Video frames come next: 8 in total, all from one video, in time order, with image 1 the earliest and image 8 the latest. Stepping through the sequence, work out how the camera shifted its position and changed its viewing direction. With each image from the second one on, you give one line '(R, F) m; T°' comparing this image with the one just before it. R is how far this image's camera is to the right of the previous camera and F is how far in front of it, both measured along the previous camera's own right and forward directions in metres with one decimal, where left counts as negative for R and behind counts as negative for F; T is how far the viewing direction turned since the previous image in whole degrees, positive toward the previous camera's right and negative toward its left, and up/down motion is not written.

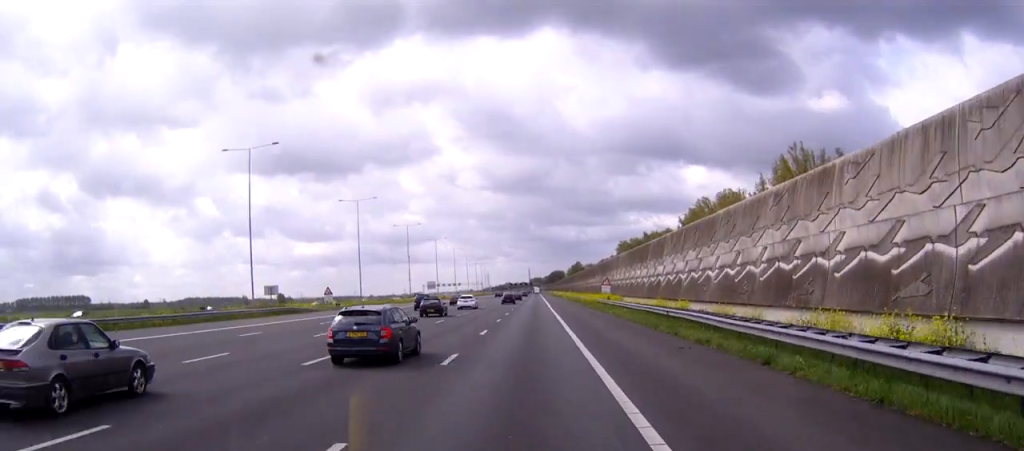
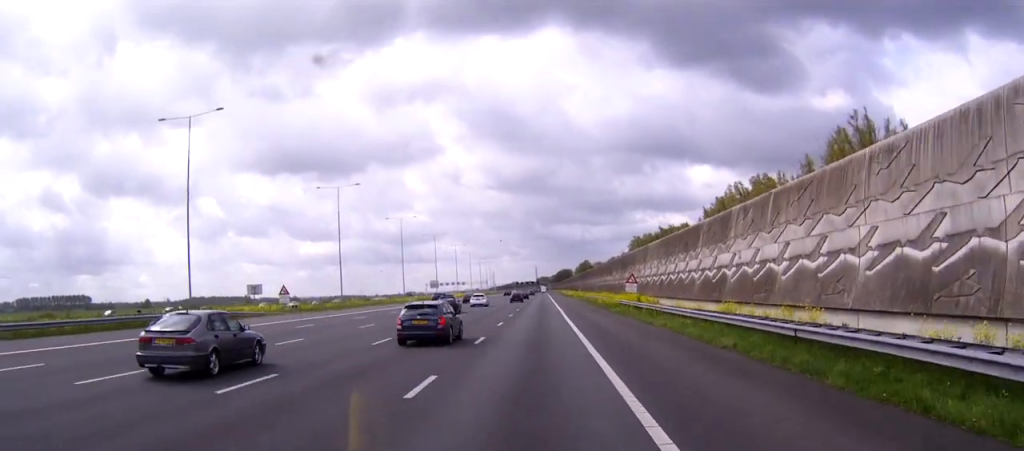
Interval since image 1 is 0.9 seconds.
(0.0, +17.9) m; 0°
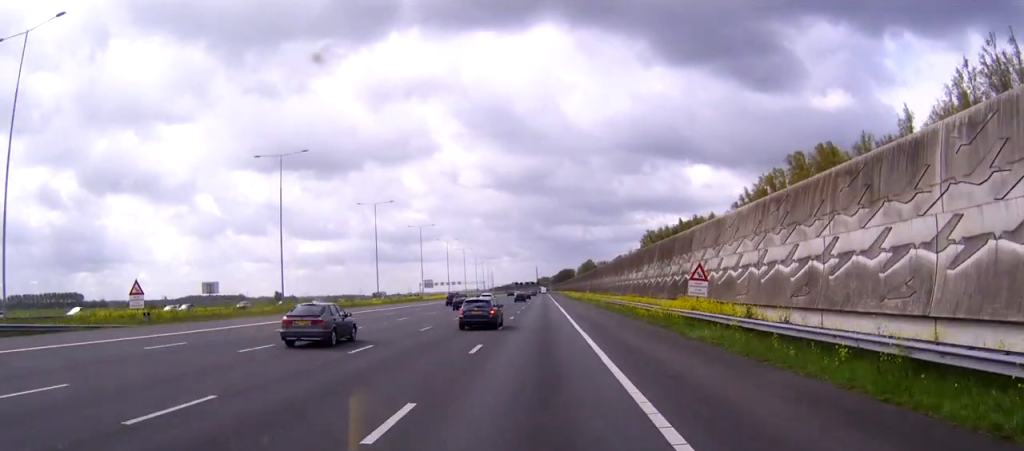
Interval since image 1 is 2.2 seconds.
(0.0, +28.4) m; 0°
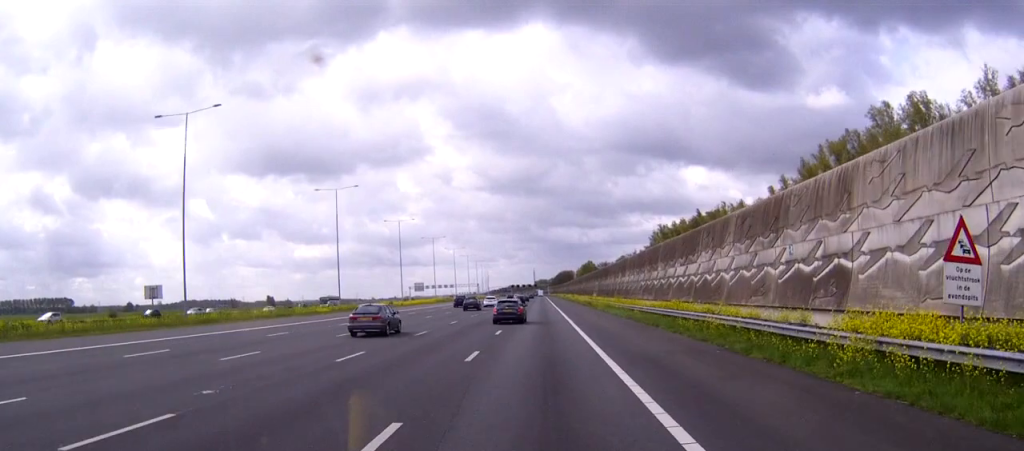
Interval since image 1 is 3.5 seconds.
(0.0, +26.5) m; 0°
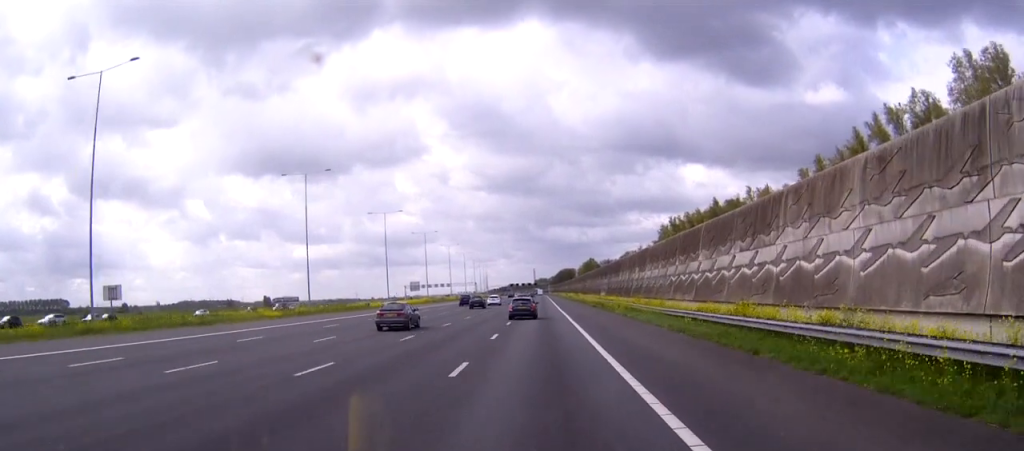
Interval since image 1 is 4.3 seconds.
(0.0, +16.1) m; 0°
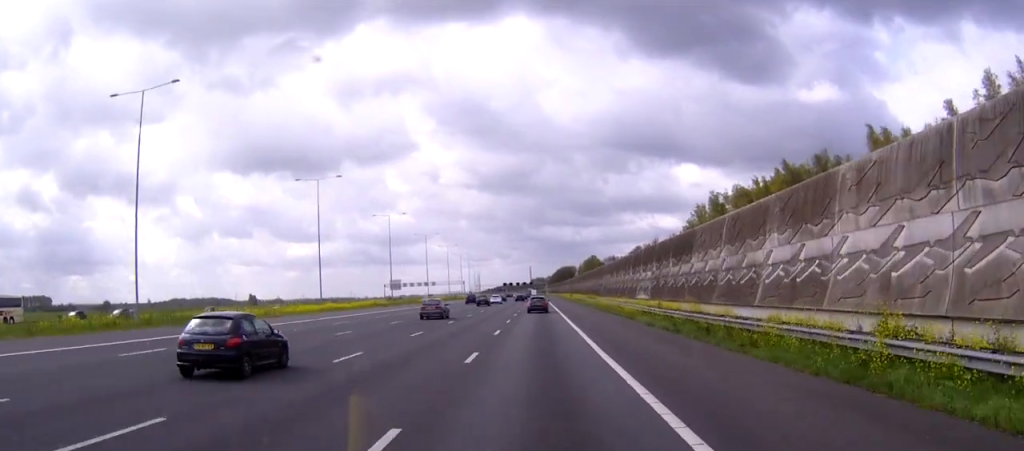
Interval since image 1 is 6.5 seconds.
(+0.2, +46.2) m; 0°
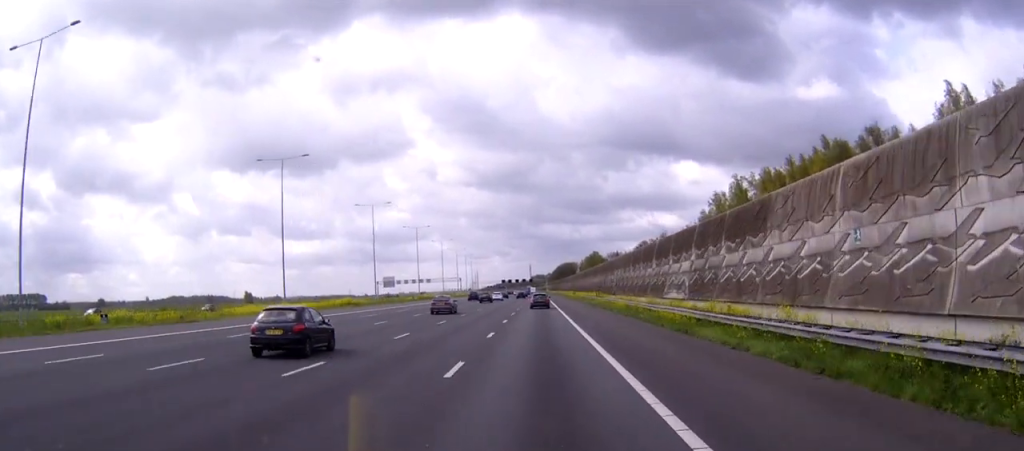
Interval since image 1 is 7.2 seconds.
(0.0, +16.2) m; 0°
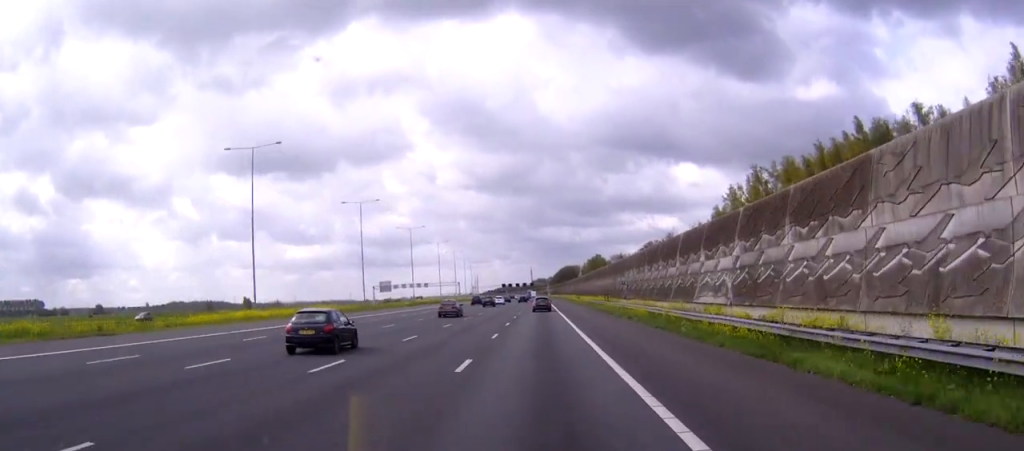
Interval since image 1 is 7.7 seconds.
(0.0, +10.6) m; 0°
